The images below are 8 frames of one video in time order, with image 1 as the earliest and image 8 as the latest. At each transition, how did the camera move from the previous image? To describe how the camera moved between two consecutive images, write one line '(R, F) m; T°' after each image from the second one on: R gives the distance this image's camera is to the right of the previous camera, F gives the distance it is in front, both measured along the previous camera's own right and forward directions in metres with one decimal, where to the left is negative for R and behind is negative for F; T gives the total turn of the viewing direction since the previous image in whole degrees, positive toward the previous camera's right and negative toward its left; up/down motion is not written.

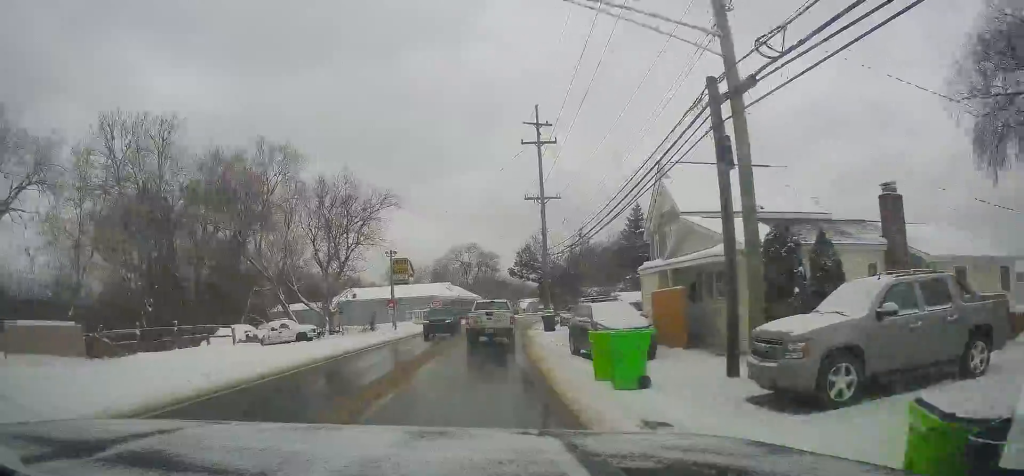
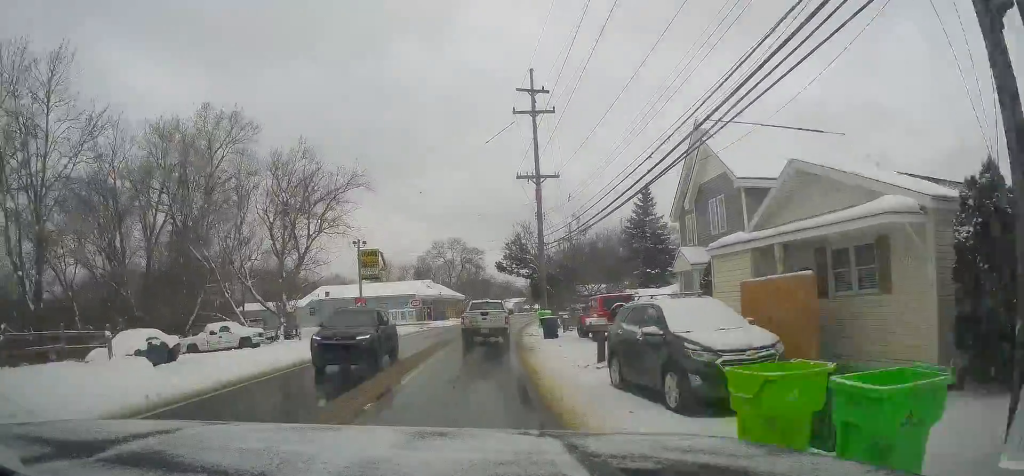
(+0.3, +8.0) m; +2°
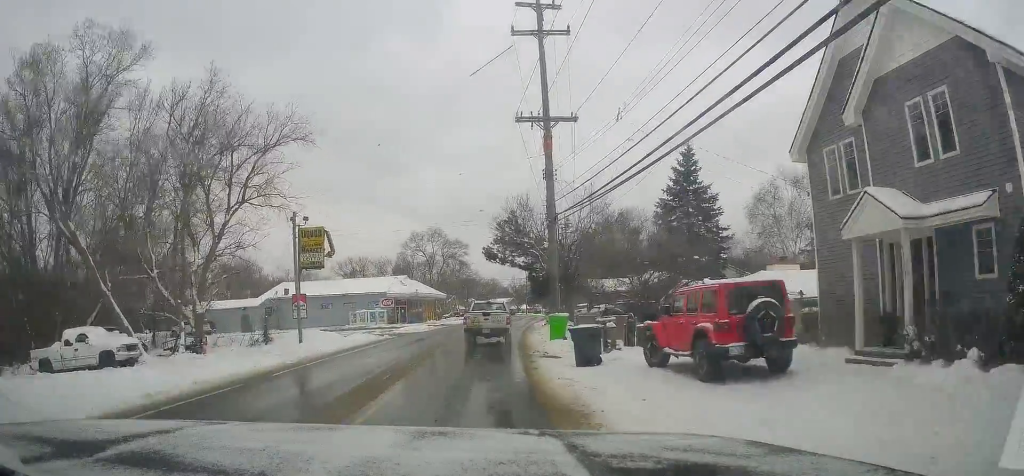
(+0.2, +12.7) m; +3°
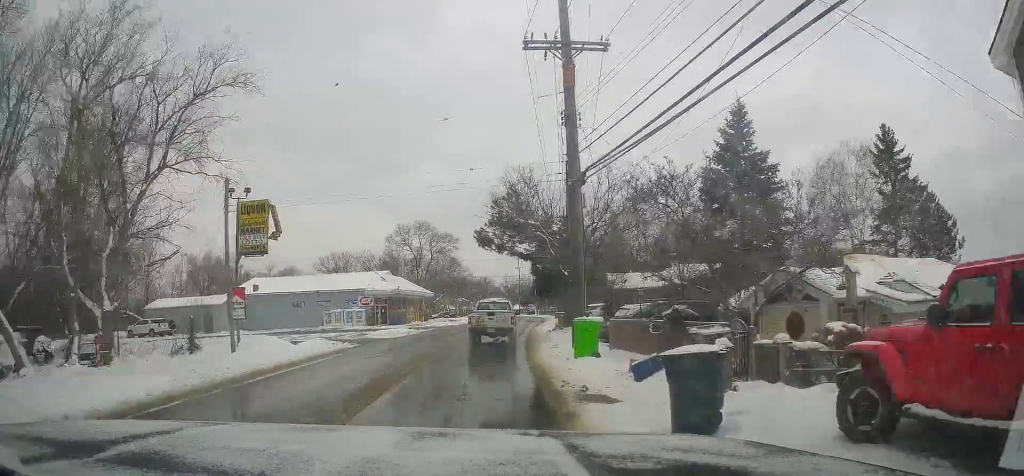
(+0.1, +8.1) m; +1°
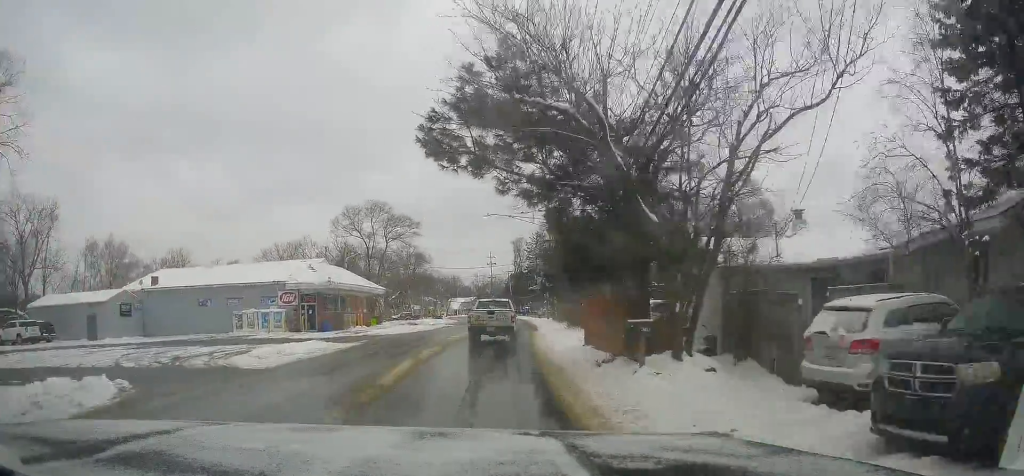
(0.0, +17.1) m; +2°
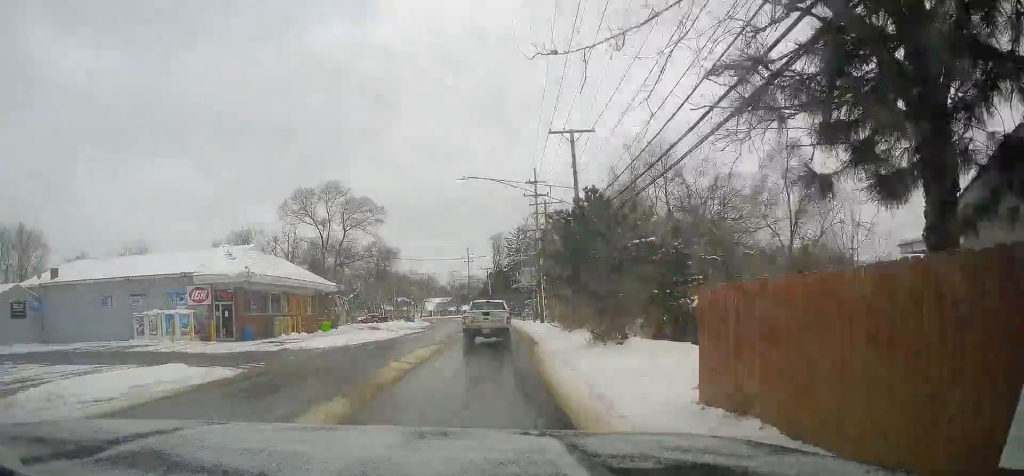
(+0.6, +12.1) m; +4°
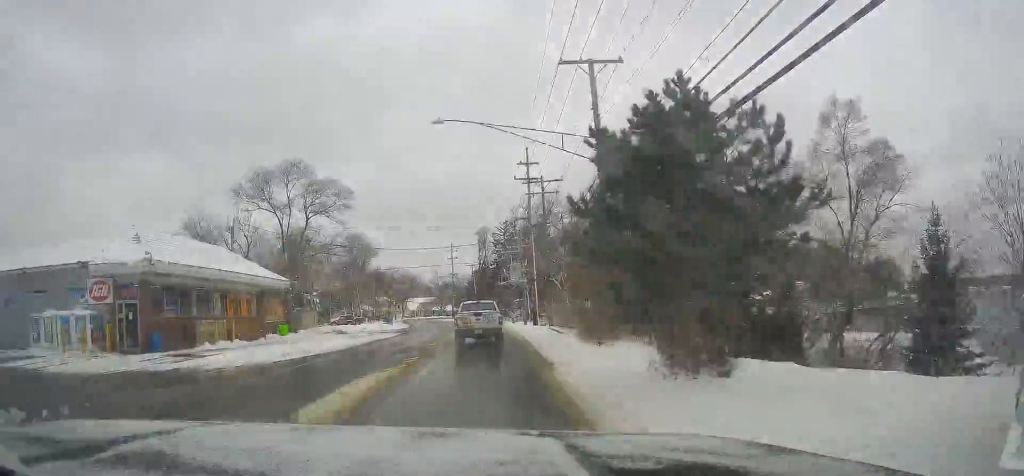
(+0.3, +9.2) m; +1°
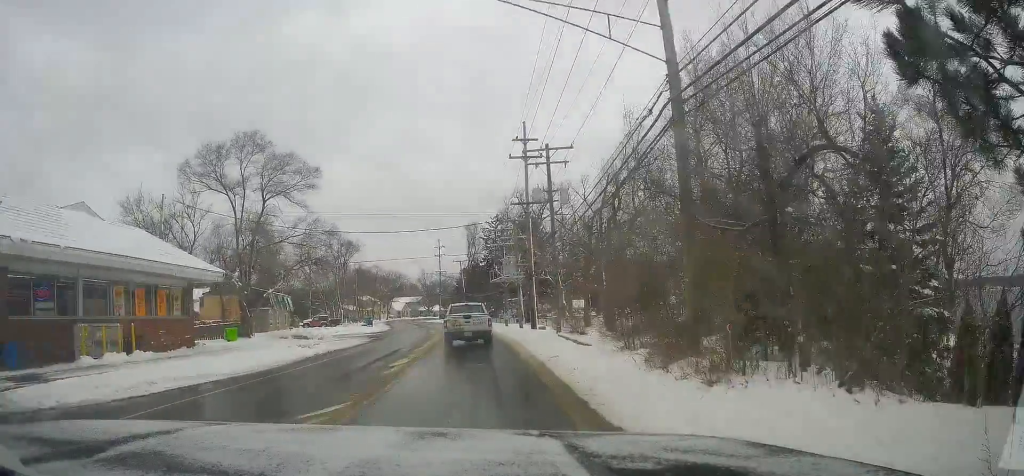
(0.0, +9.3) m; -2°
